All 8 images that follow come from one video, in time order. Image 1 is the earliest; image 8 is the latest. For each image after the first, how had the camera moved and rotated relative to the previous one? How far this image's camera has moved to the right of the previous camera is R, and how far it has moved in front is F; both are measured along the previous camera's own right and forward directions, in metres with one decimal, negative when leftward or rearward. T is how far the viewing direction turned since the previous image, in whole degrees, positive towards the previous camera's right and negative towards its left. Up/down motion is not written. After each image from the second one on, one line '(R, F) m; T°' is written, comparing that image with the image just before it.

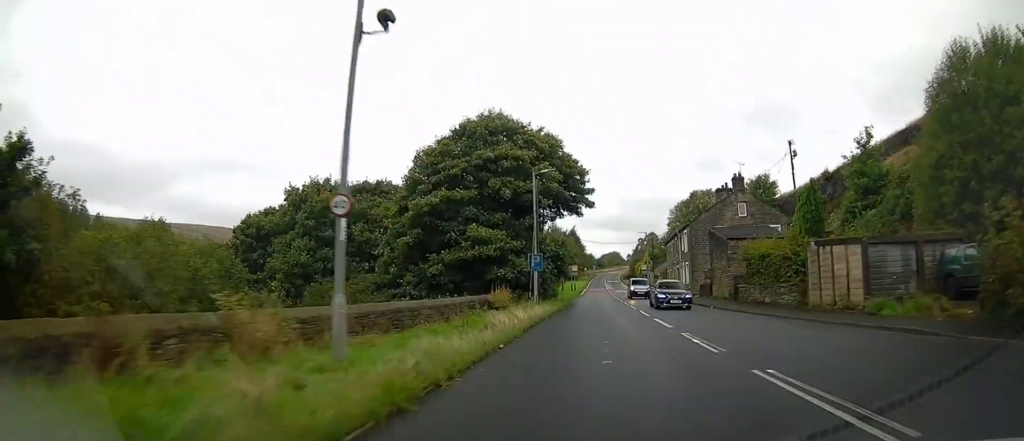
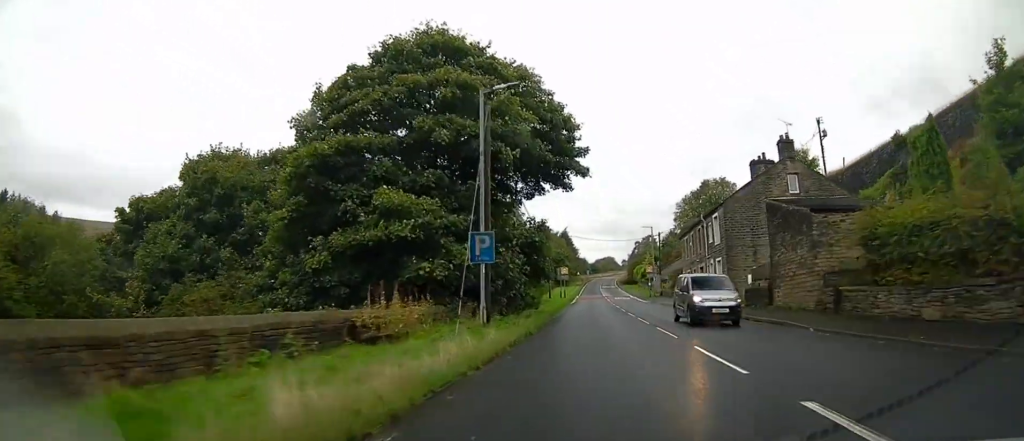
(+0.5, +14.5) m; 0°
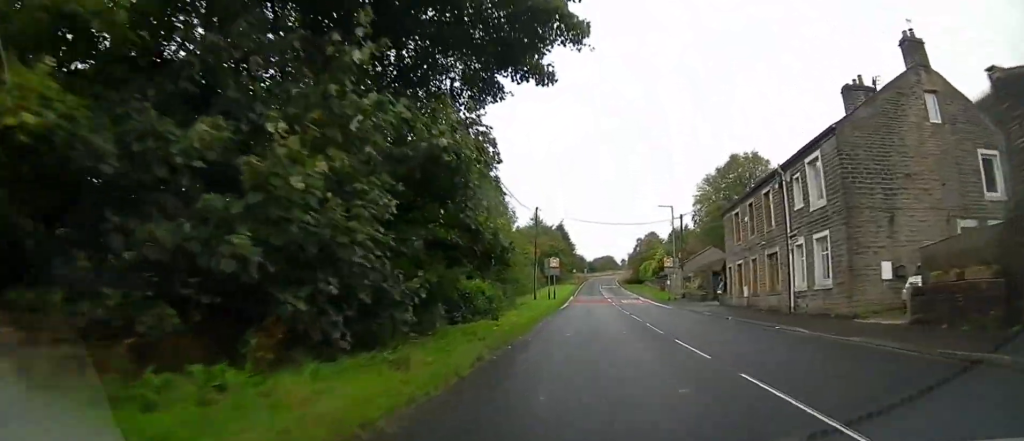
(-0.5, +16.0) m; -1°
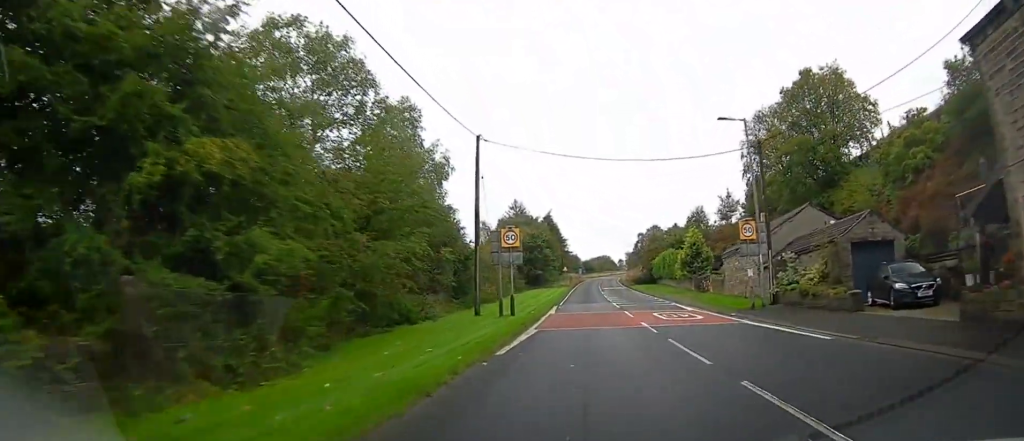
(+0.3, +25.1) m; 0°
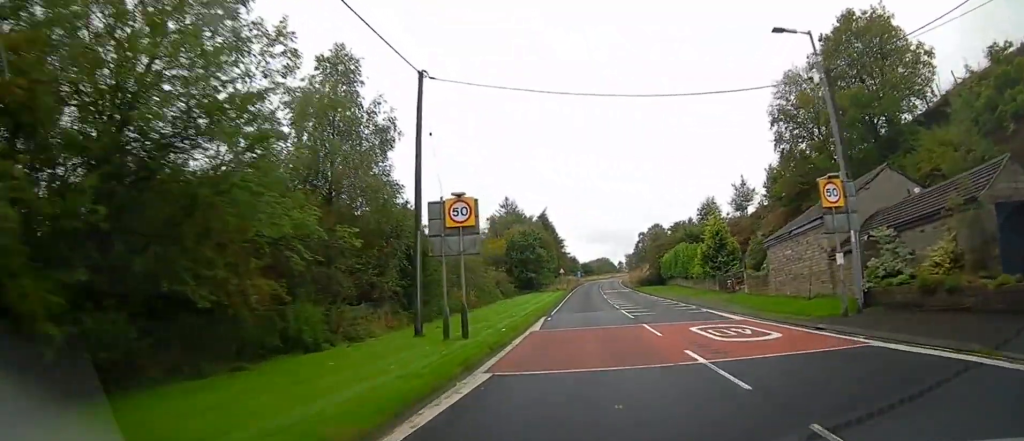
(-0.1, +8.3) m; 0°
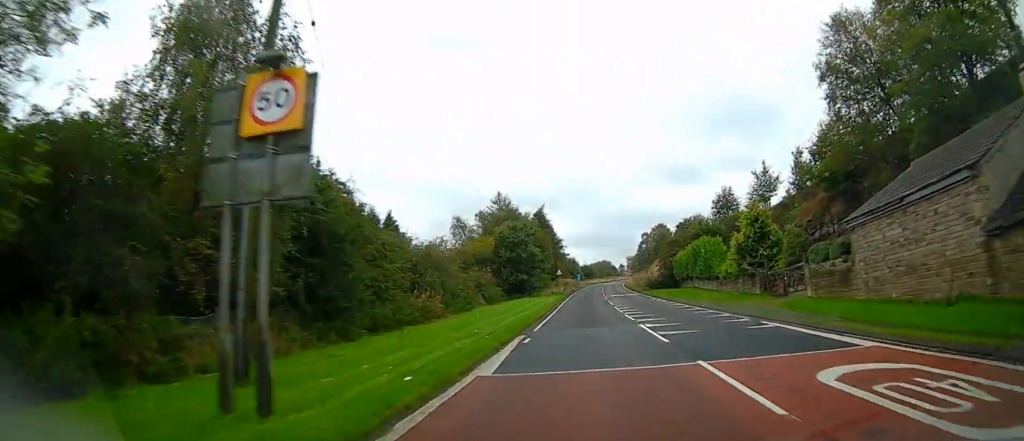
(0.0, +8.8) m; 0°
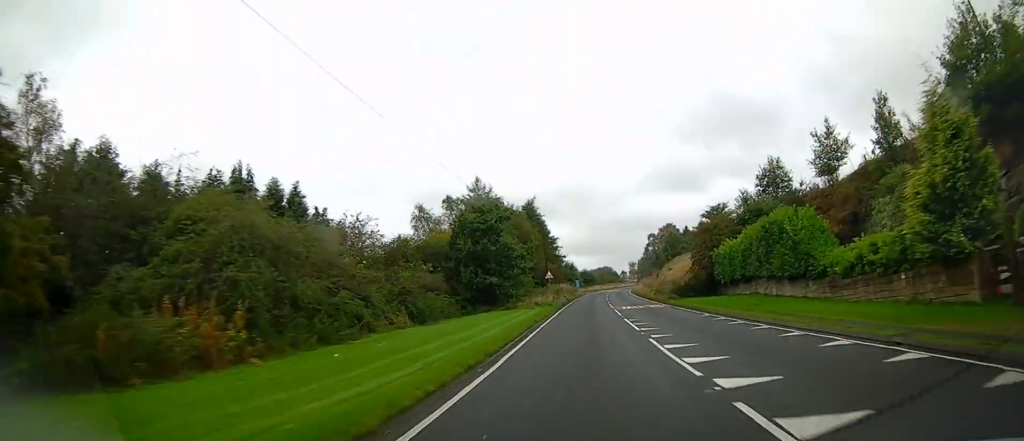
(+0.1, +17.5) m; +1°
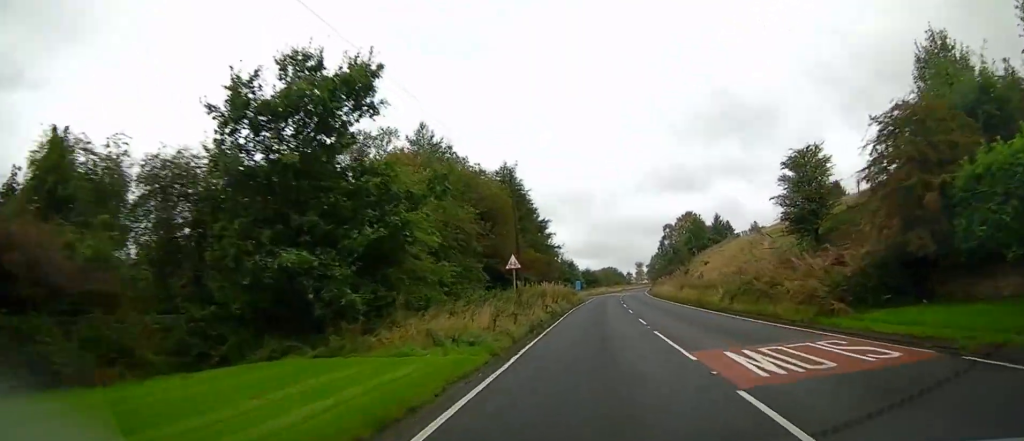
(+0.1, +25.6) m; -1°
